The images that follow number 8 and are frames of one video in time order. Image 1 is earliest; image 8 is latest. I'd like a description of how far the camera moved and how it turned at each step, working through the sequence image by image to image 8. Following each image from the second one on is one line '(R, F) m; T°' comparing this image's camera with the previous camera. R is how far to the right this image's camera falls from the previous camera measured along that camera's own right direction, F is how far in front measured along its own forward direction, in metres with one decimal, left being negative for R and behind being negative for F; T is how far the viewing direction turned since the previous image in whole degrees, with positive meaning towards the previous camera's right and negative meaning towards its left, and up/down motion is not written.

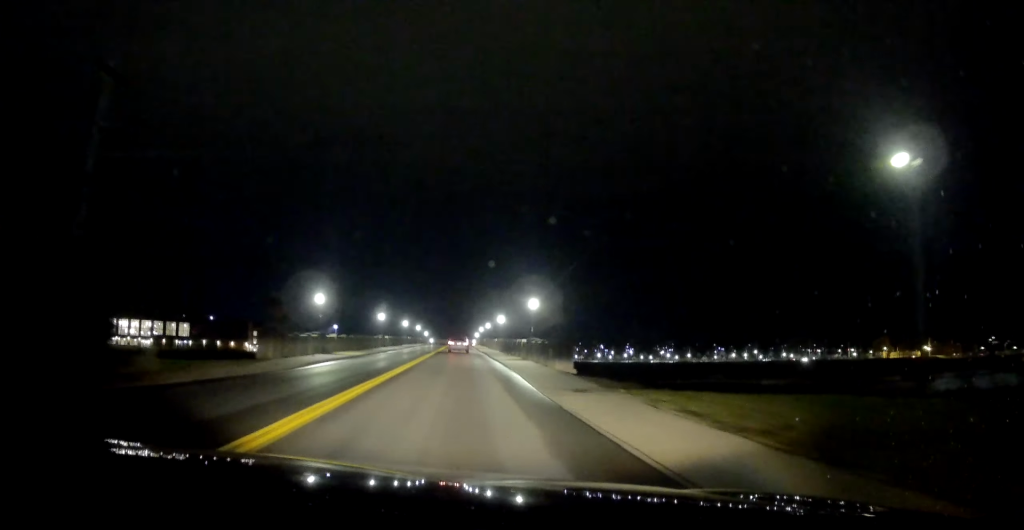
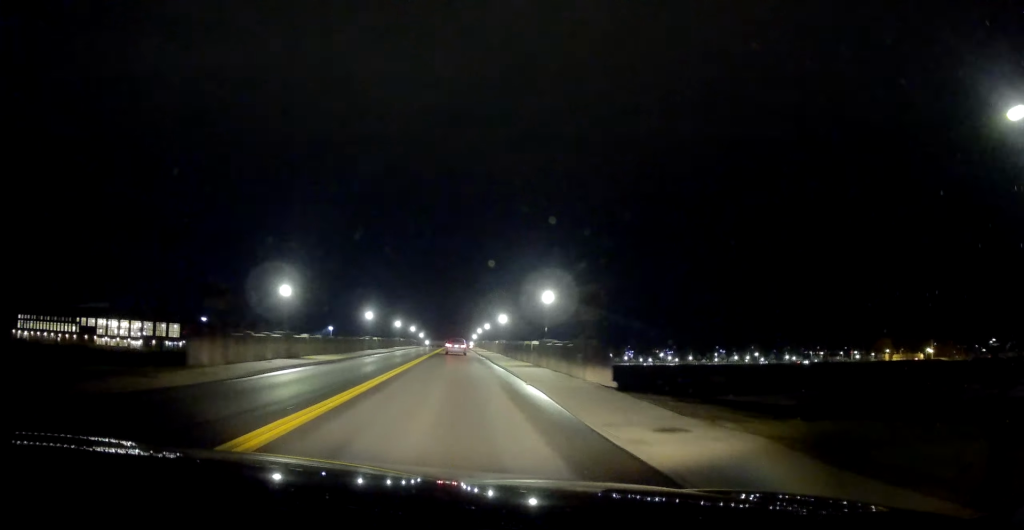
(+0.3, +6.6) m; +2°
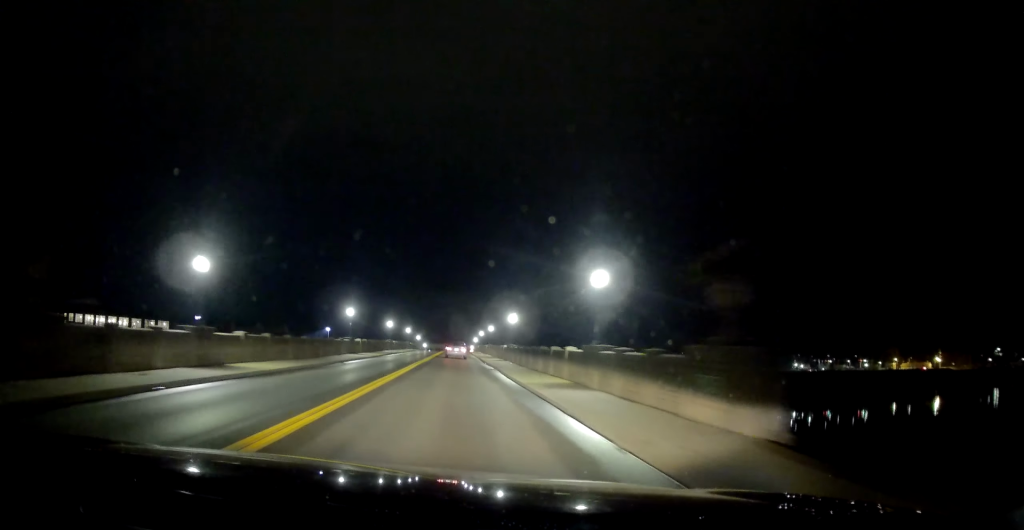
(+0.7, +10.0) m; +2°
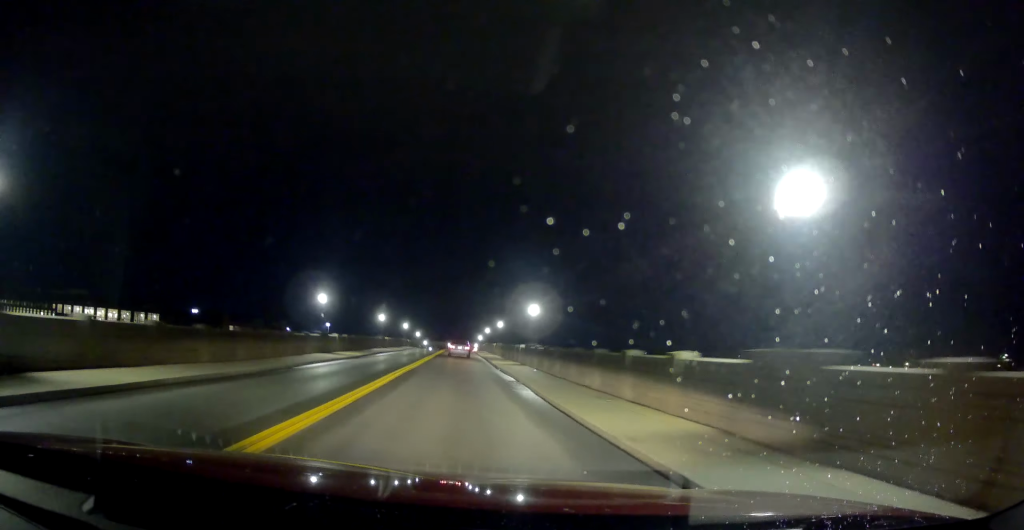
(-0.1, +10.8) m; 0°
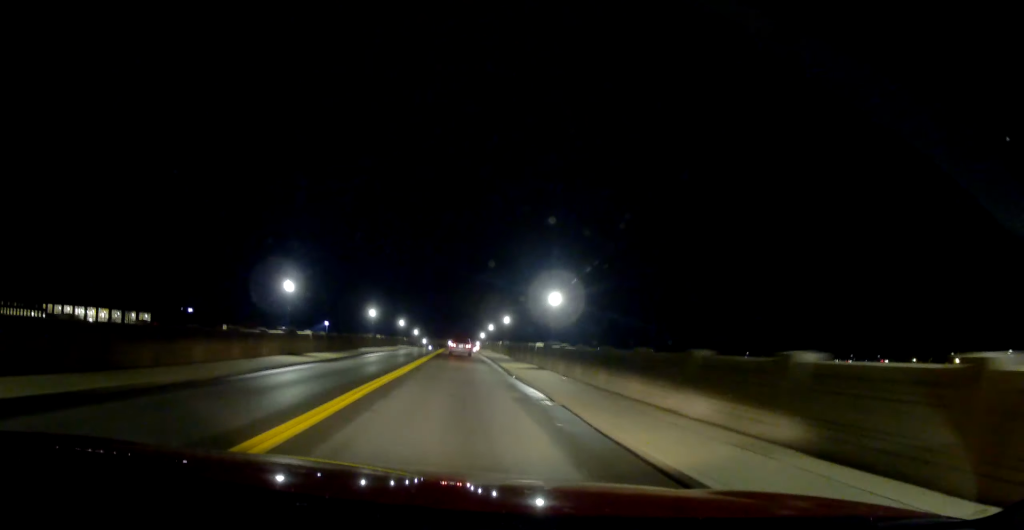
(-0.1, +7.5) m; -1°
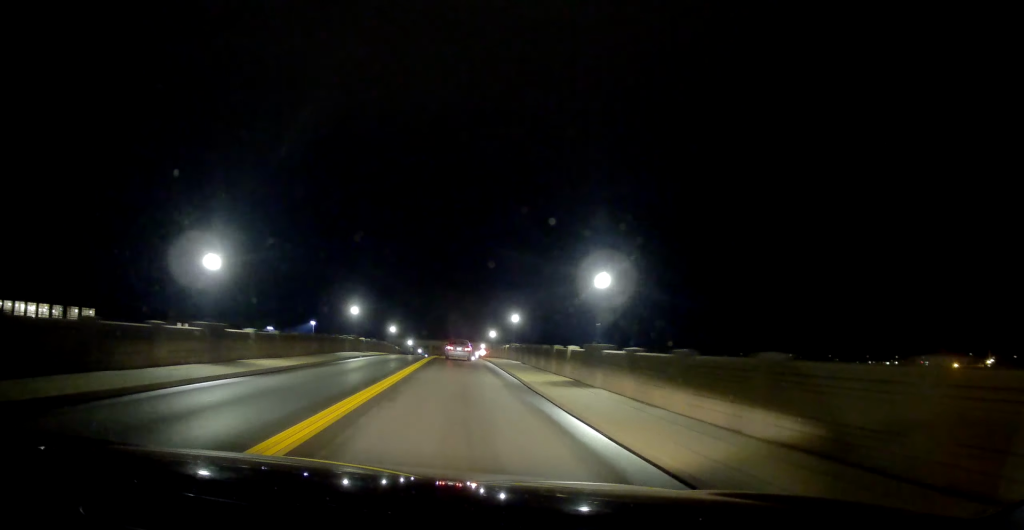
(0.0, +38.1) m; +1°
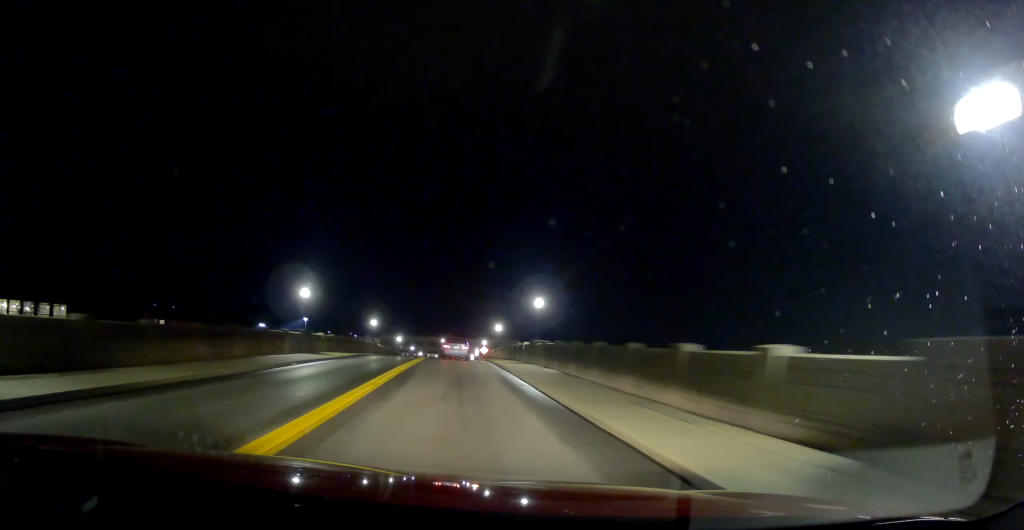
(+0.4, +15.8) m; +1°
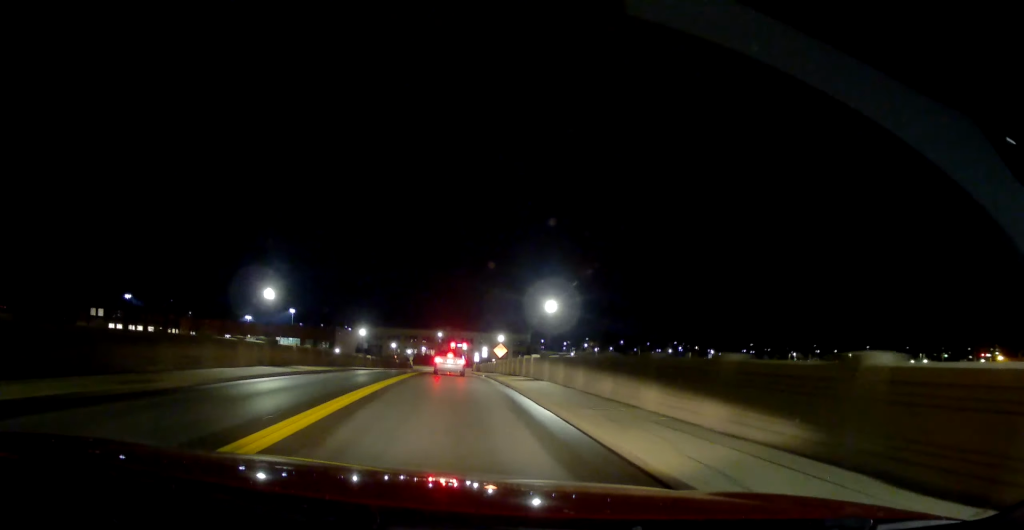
(0.0, +37.6) m; -1°
